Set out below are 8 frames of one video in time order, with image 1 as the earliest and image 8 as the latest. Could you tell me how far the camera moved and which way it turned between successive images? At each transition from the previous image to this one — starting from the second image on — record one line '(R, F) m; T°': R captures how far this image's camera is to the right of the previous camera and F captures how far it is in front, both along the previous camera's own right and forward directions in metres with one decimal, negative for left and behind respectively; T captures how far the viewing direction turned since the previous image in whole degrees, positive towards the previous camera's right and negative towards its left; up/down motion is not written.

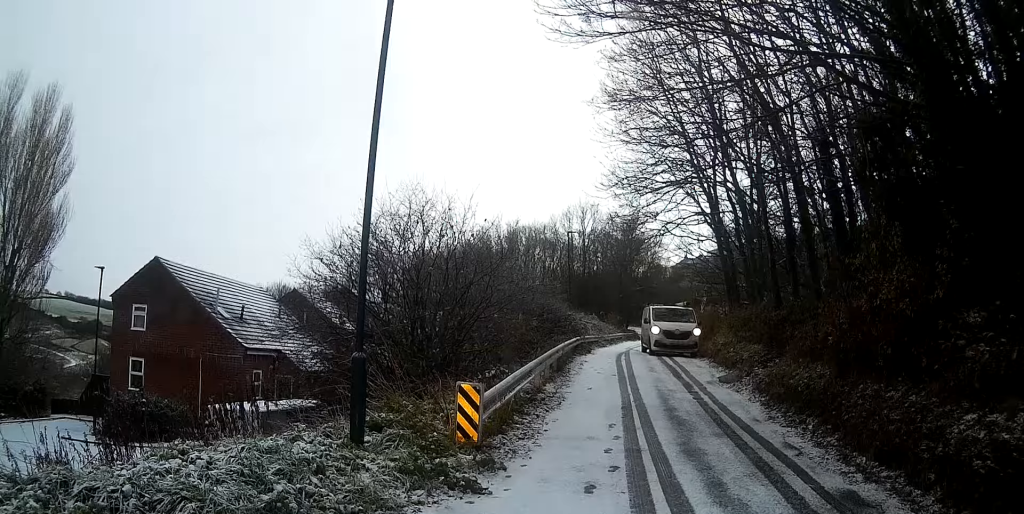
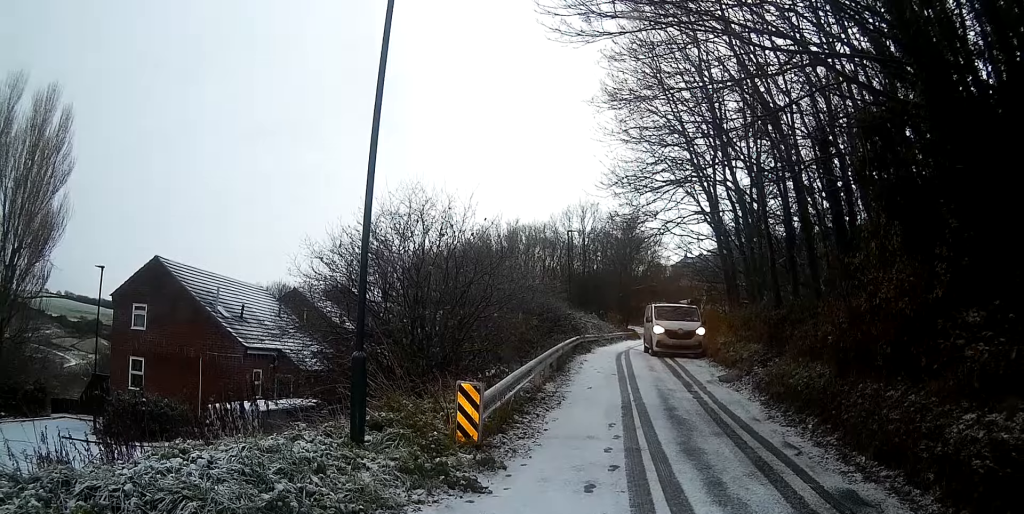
(+0.1, +0.2) m; 0°
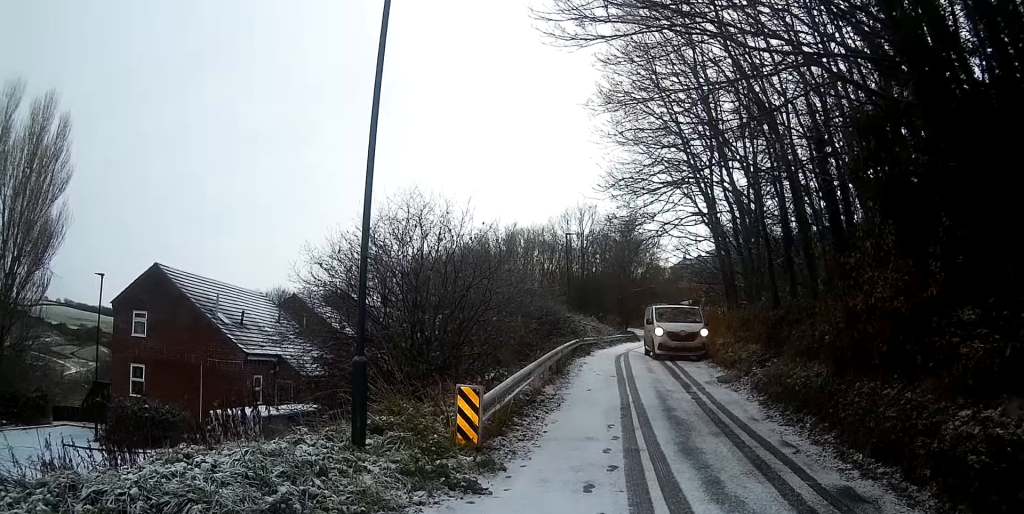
(+0.1, +0.3) m; 0°
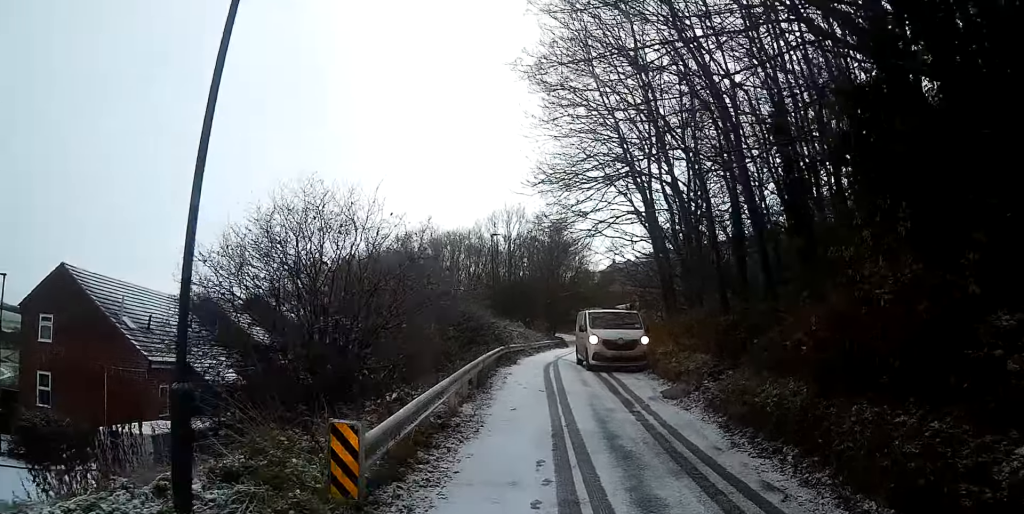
(+0.5, +1.5) m; +18°
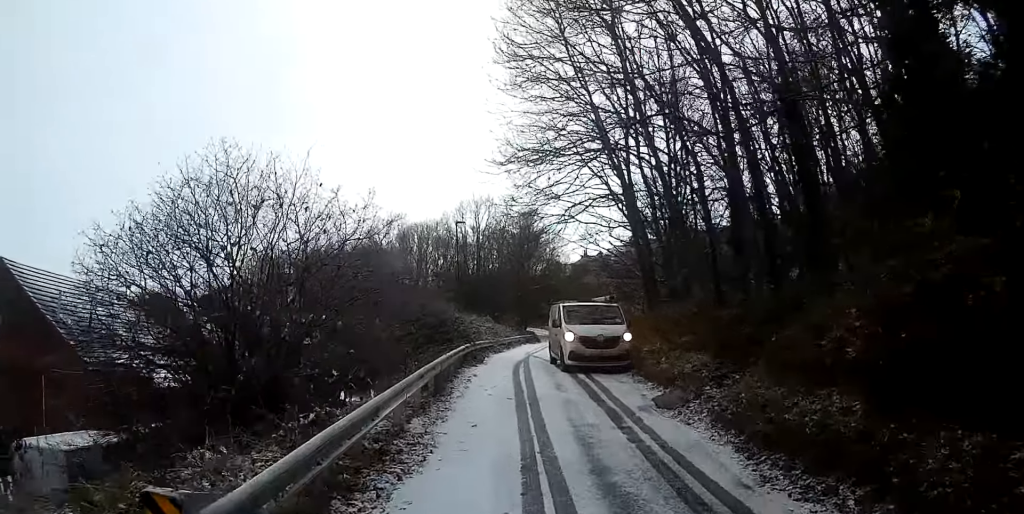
(0.0, +1.8) m; -5°
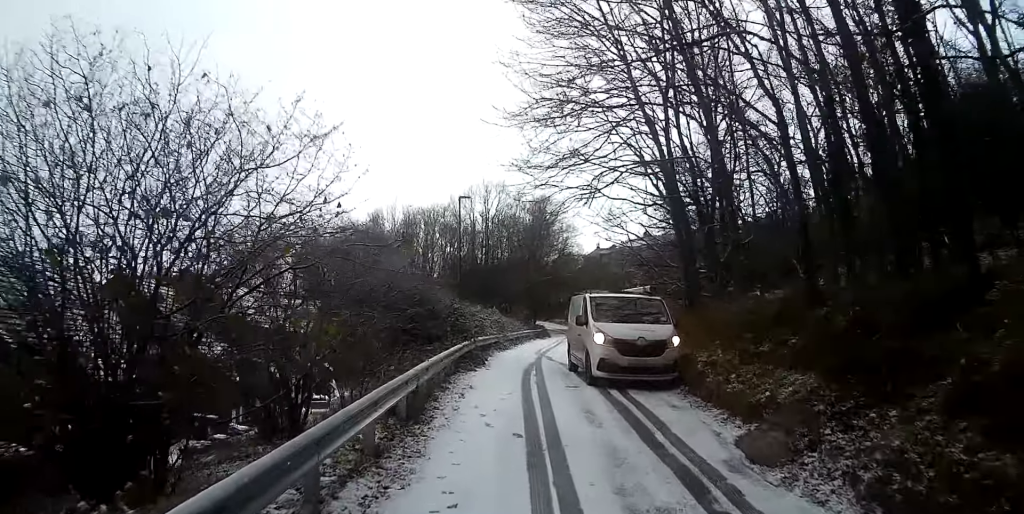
(-0.3, +3.4) m; -6°
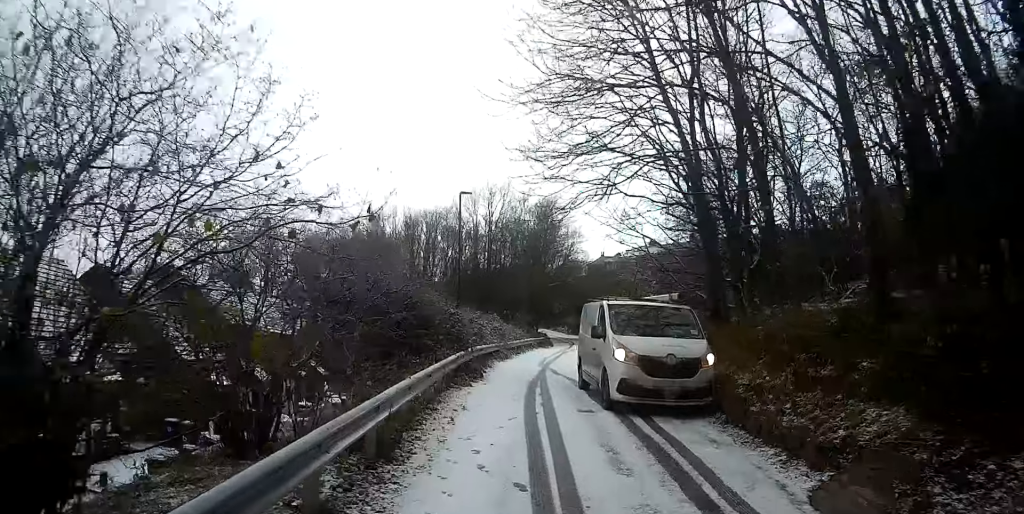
(0.0, +2.0) m; -2°
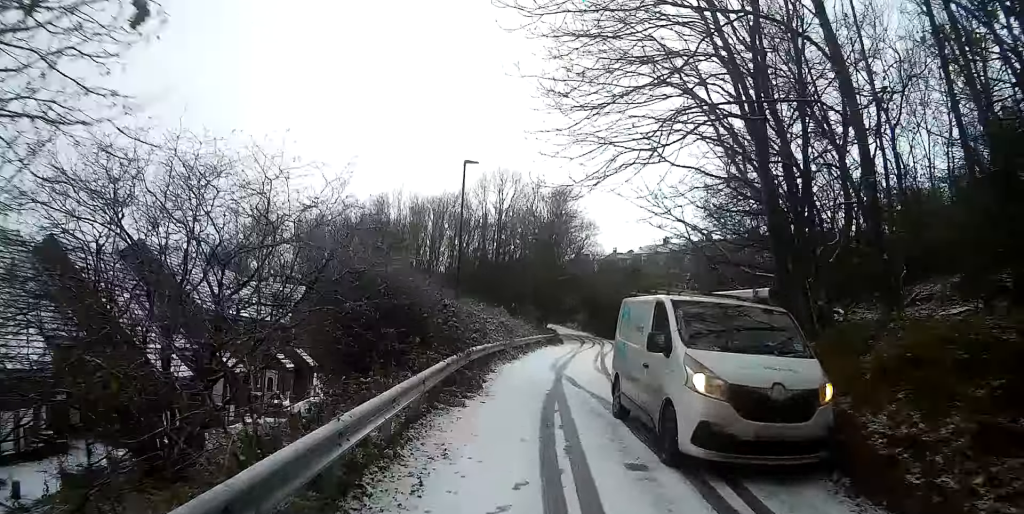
(-0.1, +3.7) m; -2°
